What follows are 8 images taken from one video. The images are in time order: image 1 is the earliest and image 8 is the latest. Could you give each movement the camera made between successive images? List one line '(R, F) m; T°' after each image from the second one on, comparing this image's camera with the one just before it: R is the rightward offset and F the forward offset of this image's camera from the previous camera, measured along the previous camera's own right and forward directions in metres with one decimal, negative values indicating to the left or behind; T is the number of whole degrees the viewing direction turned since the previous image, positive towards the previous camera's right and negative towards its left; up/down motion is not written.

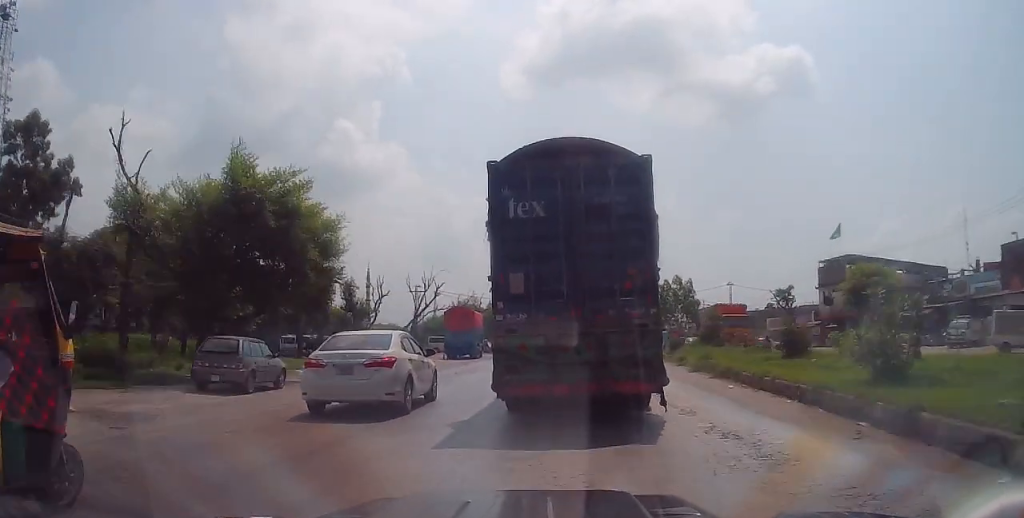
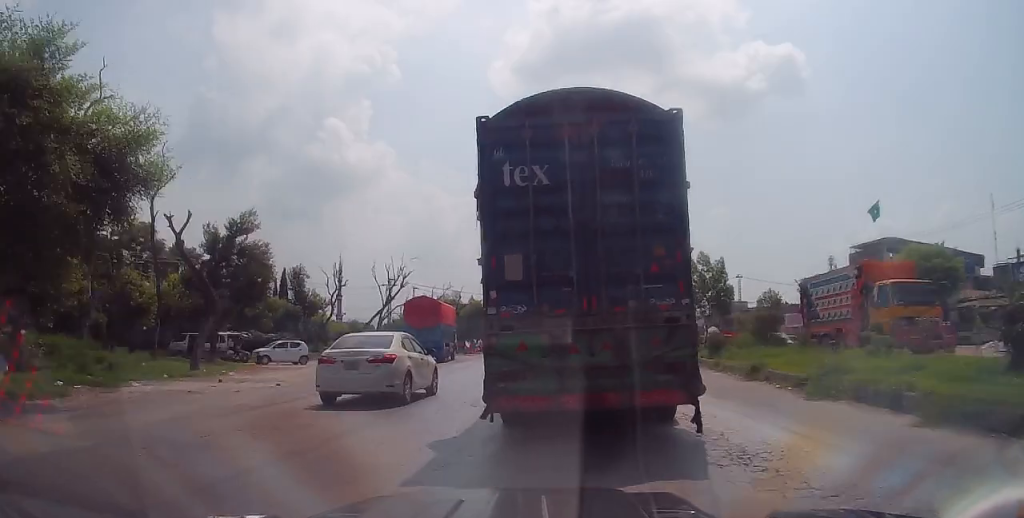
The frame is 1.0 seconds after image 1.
(+0.1, +11.0) m; -3°
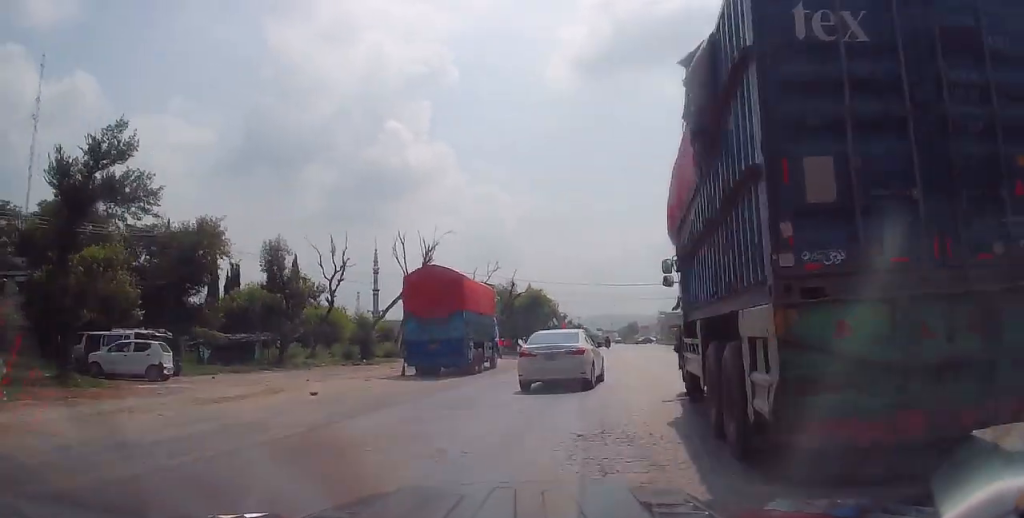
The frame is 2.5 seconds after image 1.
(-1.0, +16.6) m; -2°
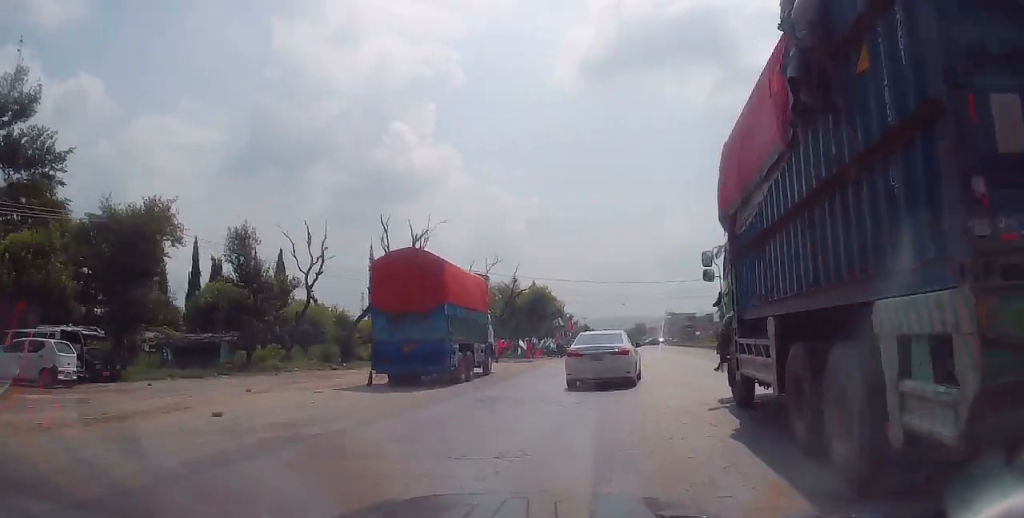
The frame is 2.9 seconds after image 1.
(-0.1, +5.0) m; +2°
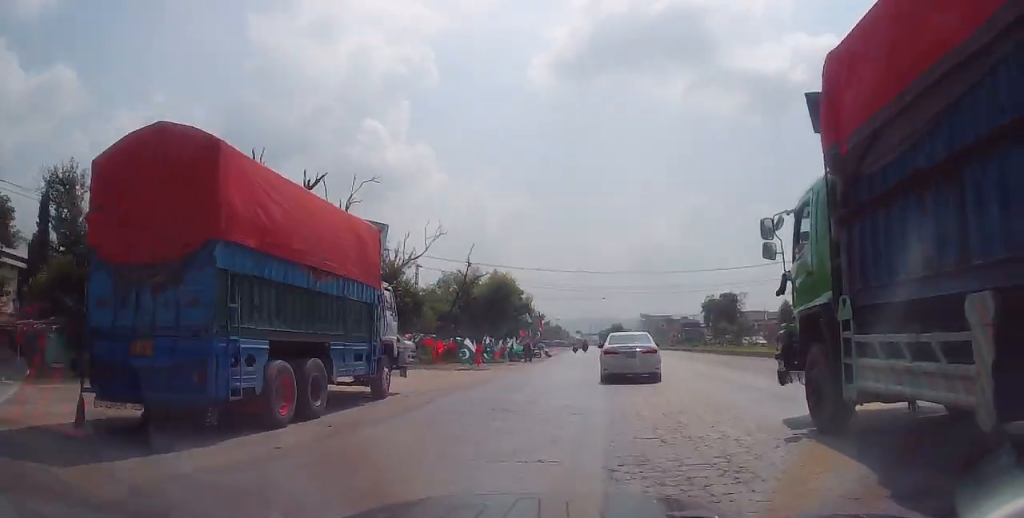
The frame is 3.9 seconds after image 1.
(+0.7, +11.8) m; +2°
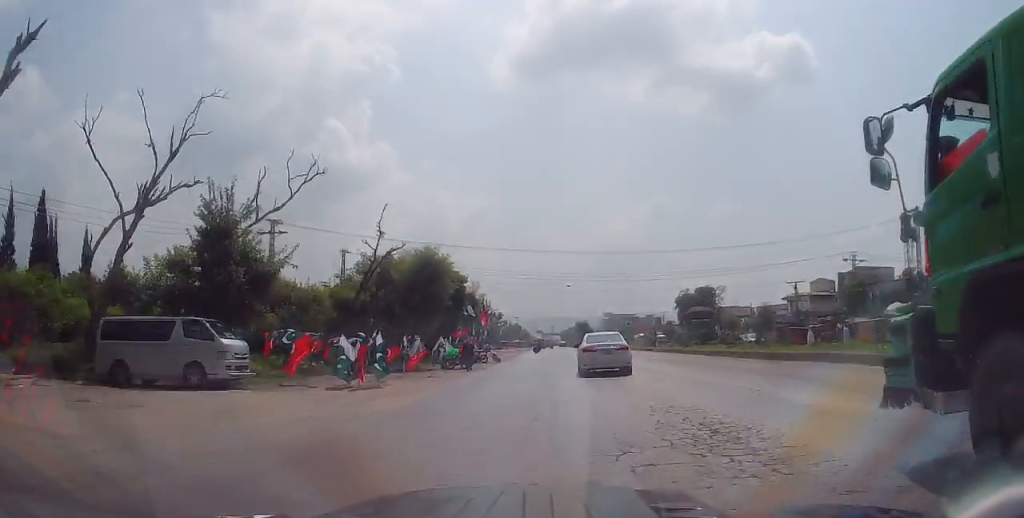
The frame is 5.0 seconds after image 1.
(-0.2, +13.1) m; +2°
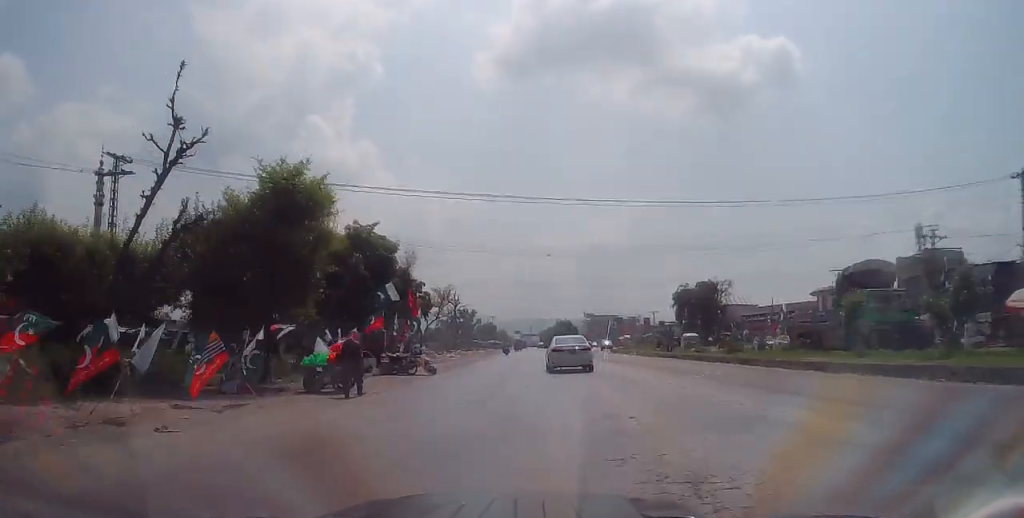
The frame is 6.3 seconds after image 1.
(+0.8, +17.5) m; +2°
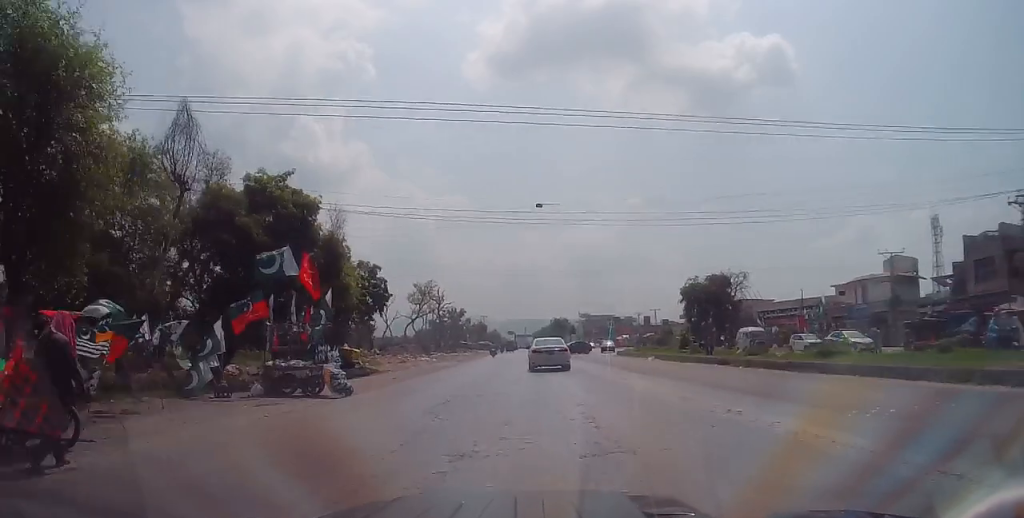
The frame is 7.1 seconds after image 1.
(-0.1, +11.4) m; -2°
